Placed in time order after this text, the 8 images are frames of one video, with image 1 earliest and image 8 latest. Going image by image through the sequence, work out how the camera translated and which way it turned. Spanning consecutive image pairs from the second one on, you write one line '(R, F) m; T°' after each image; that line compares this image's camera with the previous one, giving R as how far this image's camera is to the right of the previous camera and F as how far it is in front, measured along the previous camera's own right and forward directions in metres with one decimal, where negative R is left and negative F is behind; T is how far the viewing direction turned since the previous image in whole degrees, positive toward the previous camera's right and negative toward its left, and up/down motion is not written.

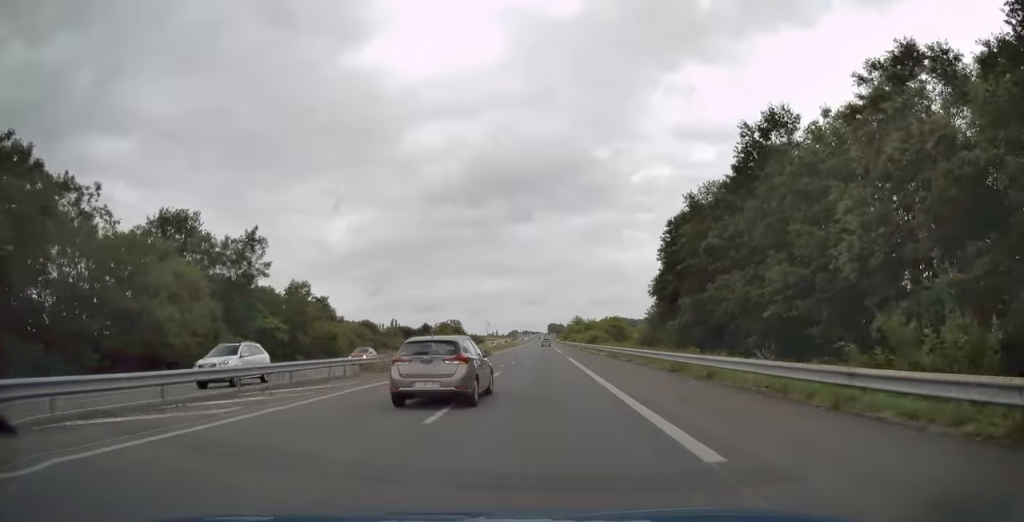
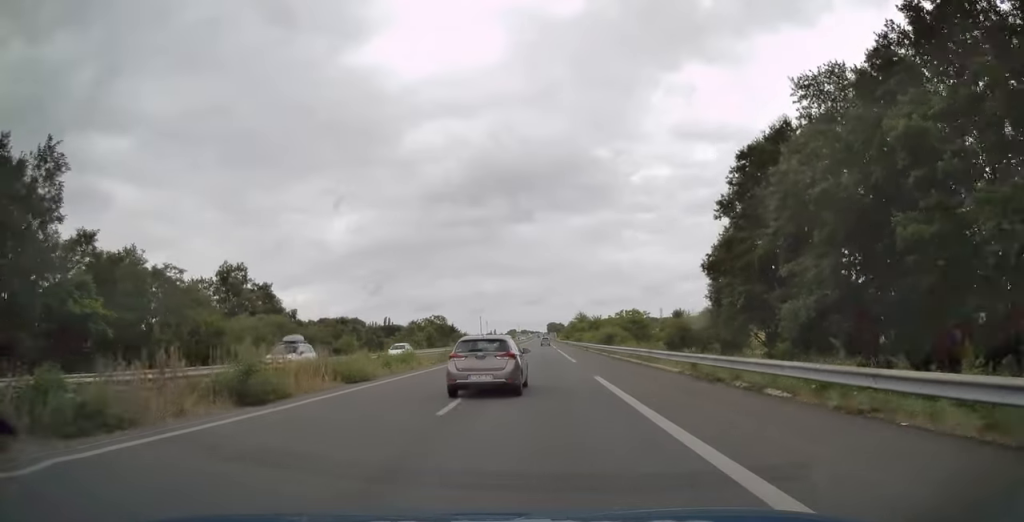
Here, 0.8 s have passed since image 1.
(-0.1, +24.8) m; 0°
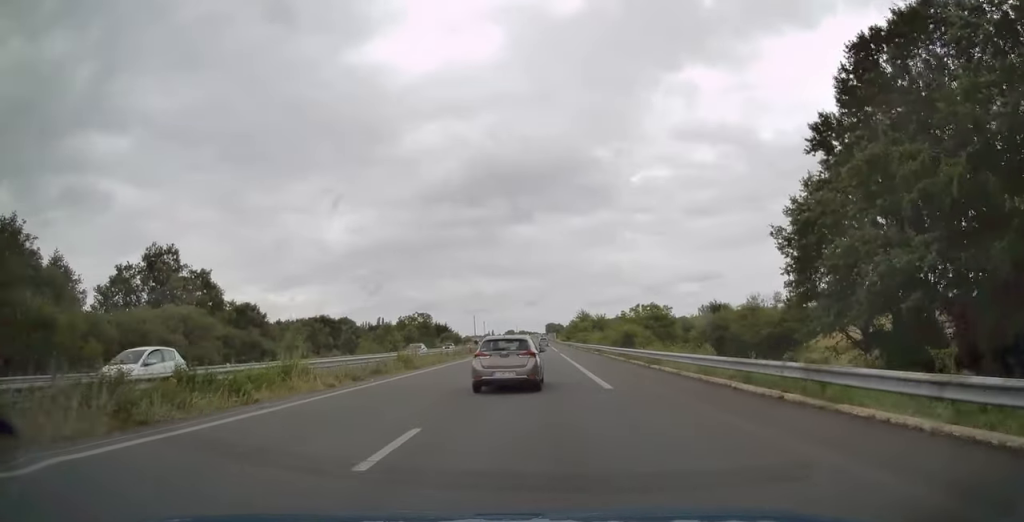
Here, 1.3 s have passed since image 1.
(0.0, +17.8) m; 0°
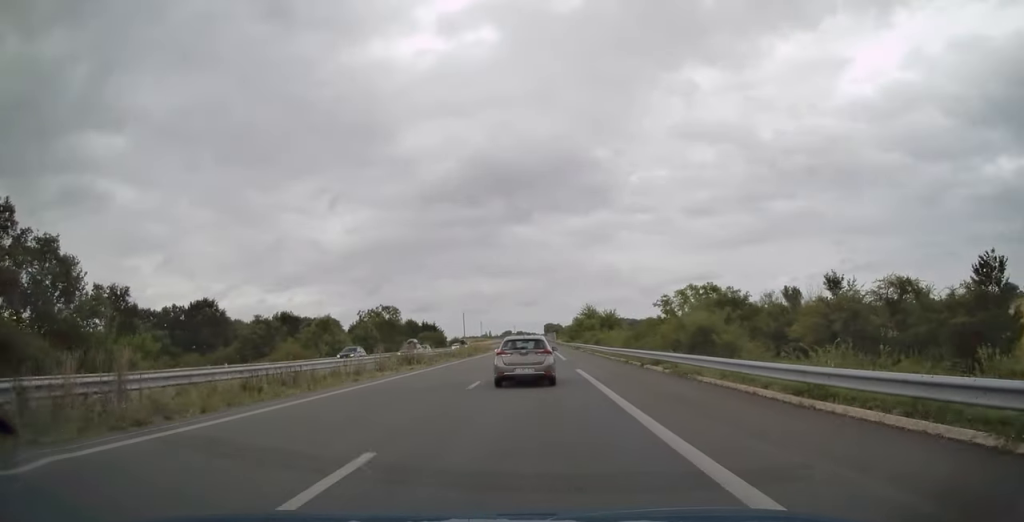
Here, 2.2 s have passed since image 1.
(+0.2, +28.0) m; 0°
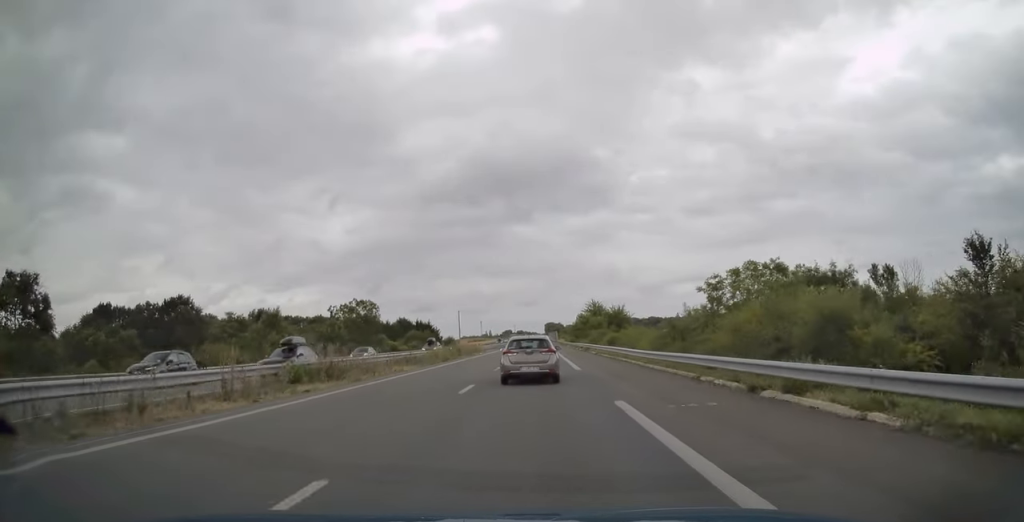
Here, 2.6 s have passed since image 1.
(-0.1, +14.5) m; 0°
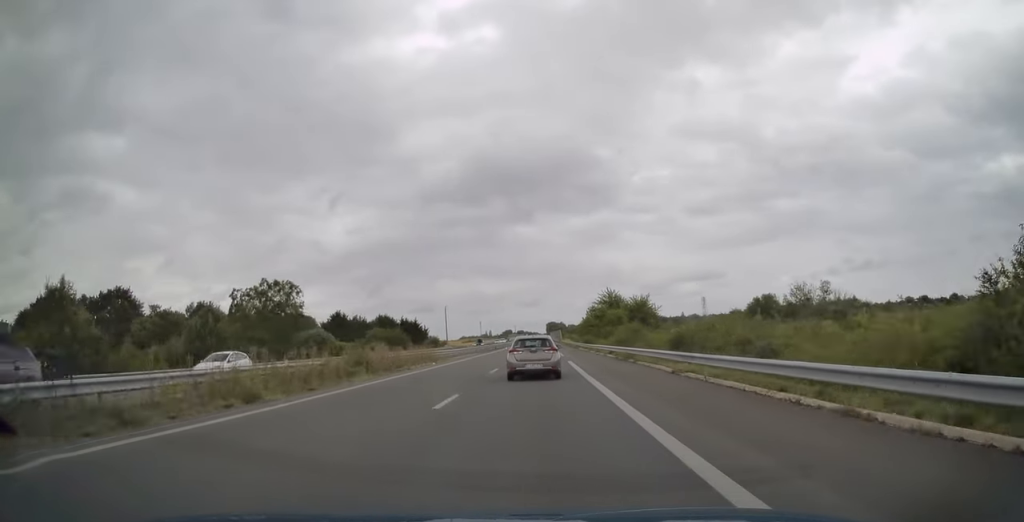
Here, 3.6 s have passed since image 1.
(0.0, +29.6) m; 0°
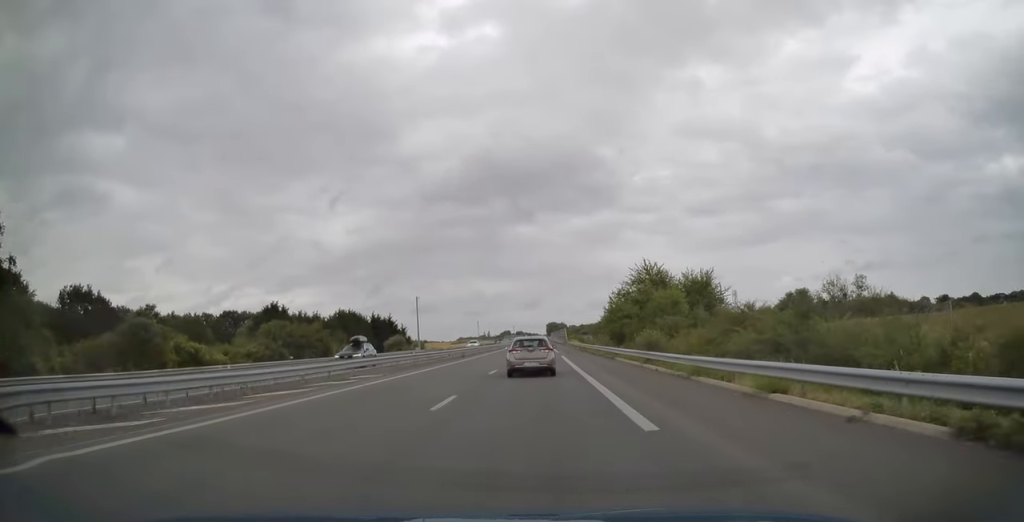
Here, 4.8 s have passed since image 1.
(+0.2, +39.2) m; 0°
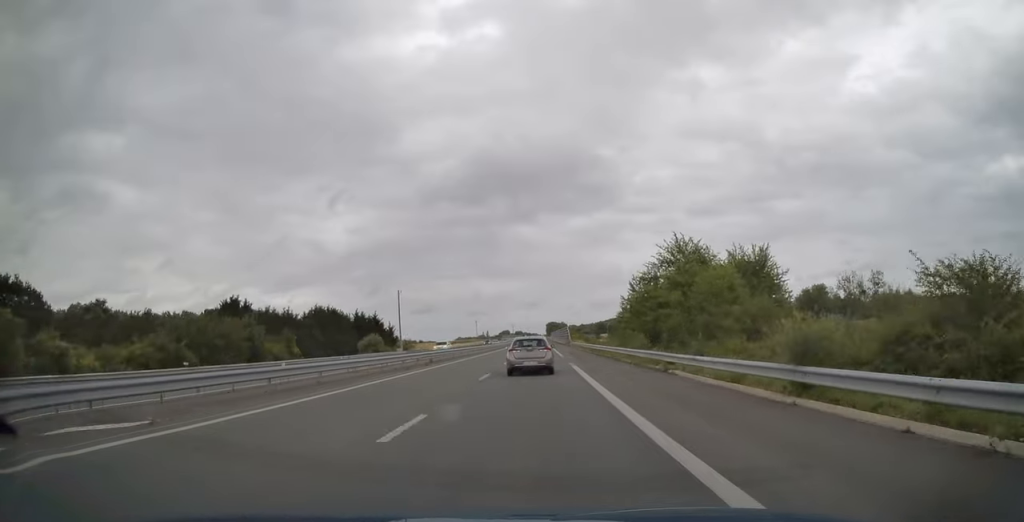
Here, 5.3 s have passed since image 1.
(0.0, +16.7) m; 0°
